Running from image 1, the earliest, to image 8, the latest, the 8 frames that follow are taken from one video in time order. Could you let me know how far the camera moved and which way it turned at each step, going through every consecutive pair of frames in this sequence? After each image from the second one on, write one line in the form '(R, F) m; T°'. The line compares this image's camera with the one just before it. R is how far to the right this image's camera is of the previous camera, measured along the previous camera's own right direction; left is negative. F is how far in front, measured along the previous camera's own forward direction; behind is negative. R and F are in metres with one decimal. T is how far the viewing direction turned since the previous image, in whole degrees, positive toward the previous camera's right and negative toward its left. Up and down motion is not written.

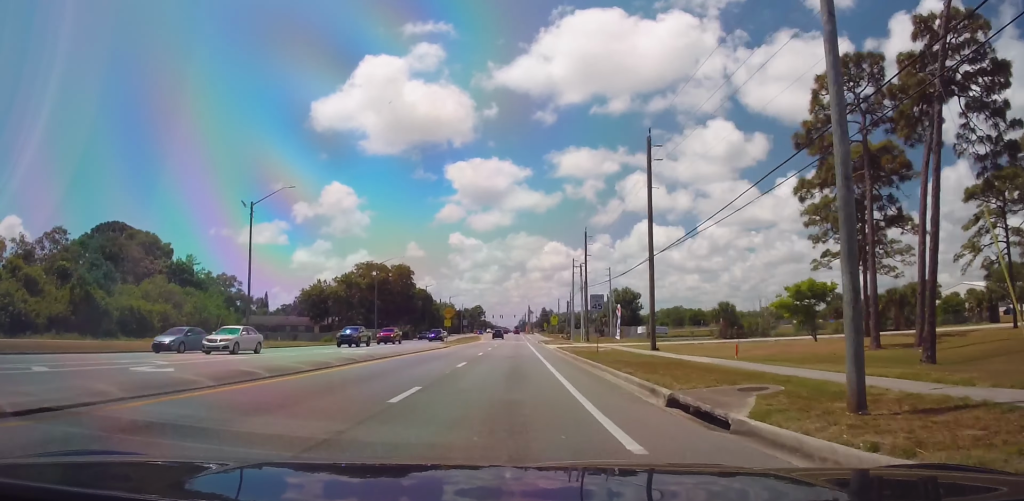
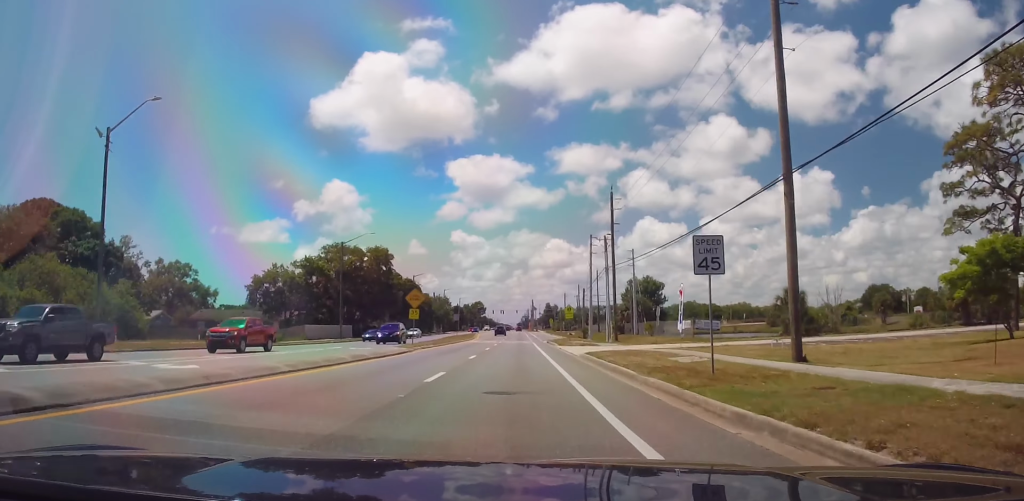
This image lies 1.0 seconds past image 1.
(0.0, +20.0) m; 0°
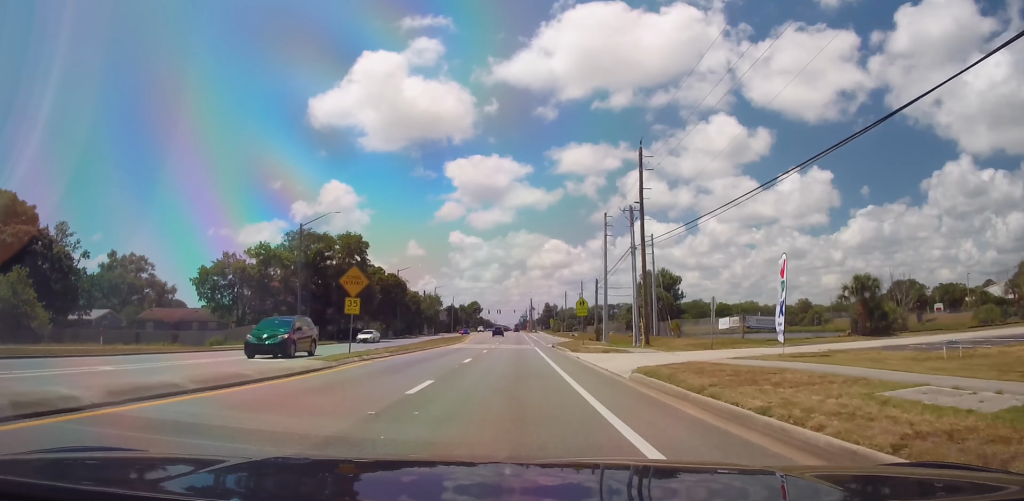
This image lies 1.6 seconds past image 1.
(0.0, +14.0) m; 0°
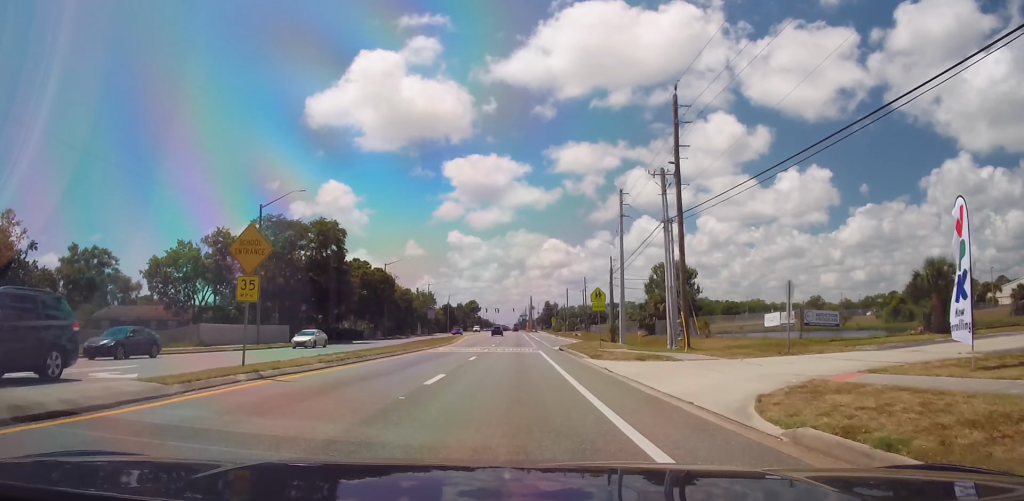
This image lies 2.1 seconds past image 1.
(0.0, +9.9) m; 0°
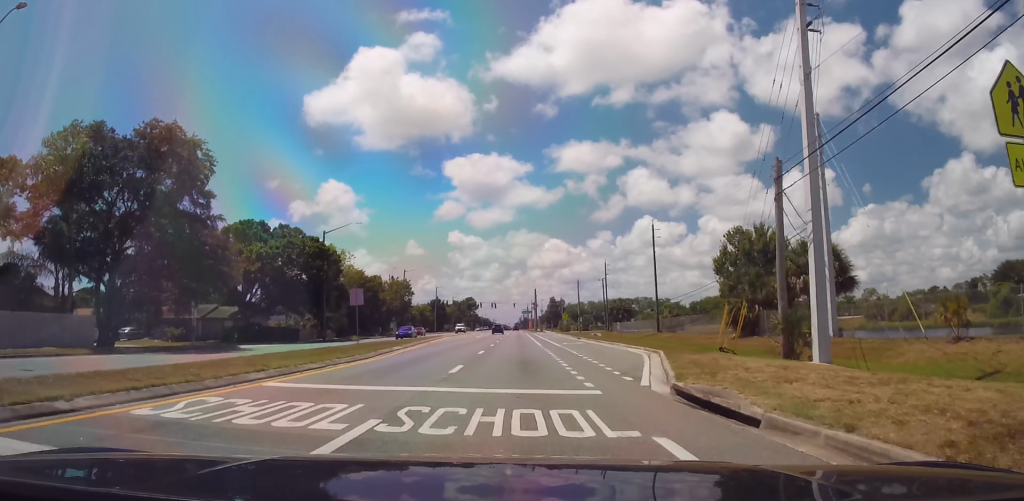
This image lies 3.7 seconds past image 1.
(0.0, +33.2) m; 0°
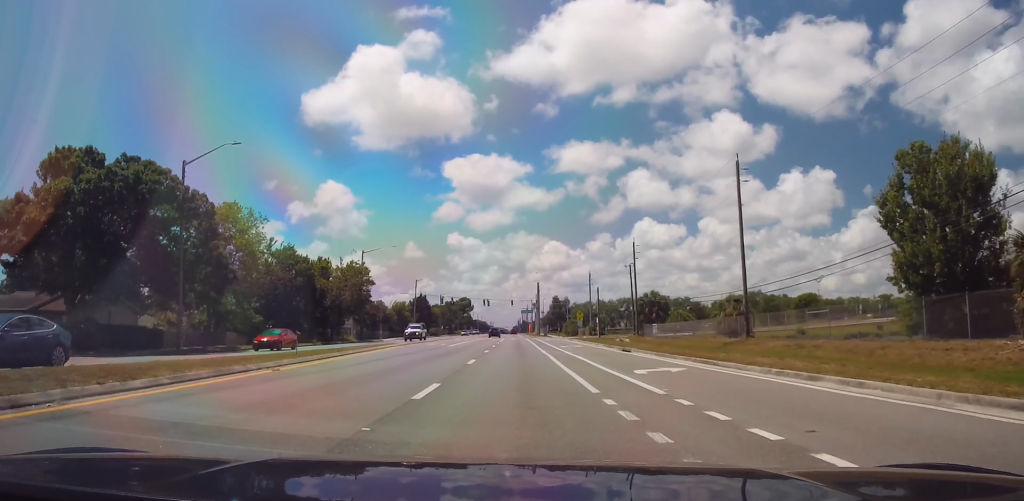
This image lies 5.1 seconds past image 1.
(0.0, +30.3) m; 0°
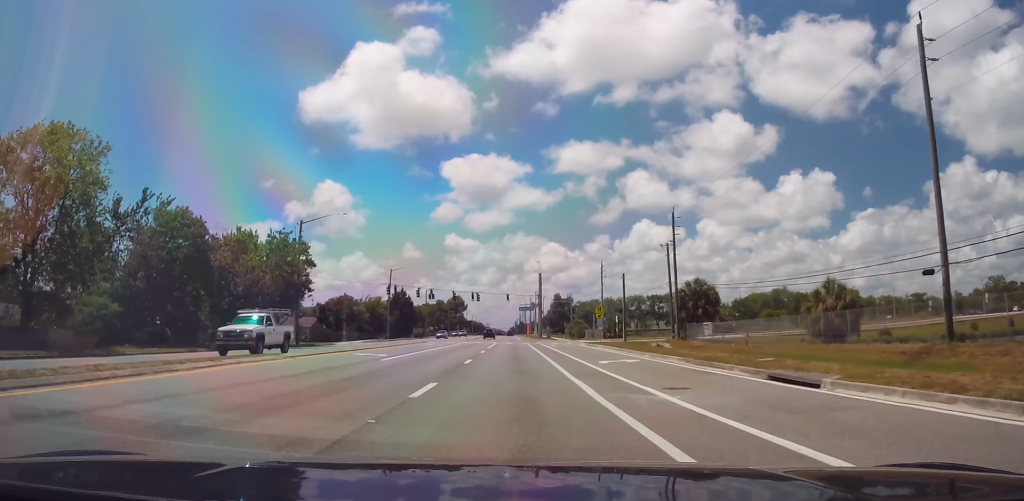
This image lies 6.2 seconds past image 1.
(0.0, +23.4) m; 0°
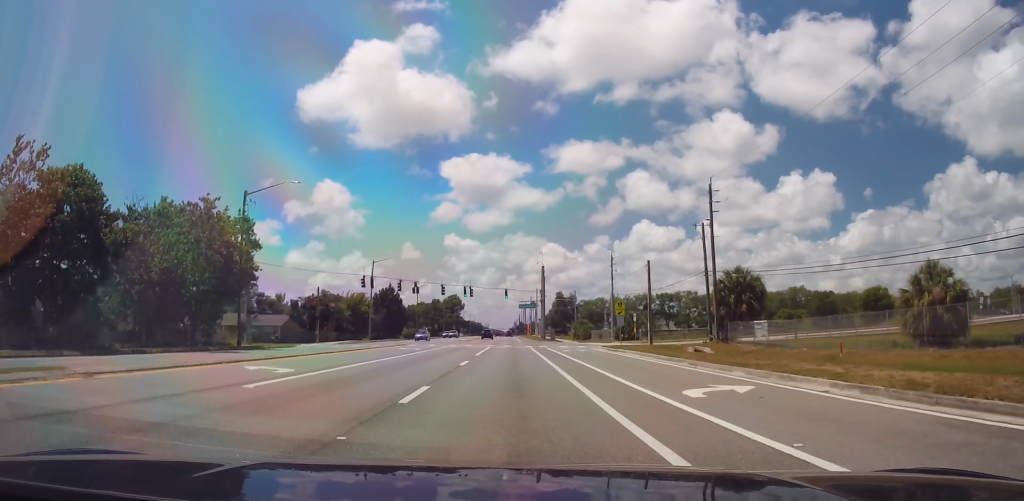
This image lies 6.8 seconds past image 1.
(0.0, +12.8) m; 0°
